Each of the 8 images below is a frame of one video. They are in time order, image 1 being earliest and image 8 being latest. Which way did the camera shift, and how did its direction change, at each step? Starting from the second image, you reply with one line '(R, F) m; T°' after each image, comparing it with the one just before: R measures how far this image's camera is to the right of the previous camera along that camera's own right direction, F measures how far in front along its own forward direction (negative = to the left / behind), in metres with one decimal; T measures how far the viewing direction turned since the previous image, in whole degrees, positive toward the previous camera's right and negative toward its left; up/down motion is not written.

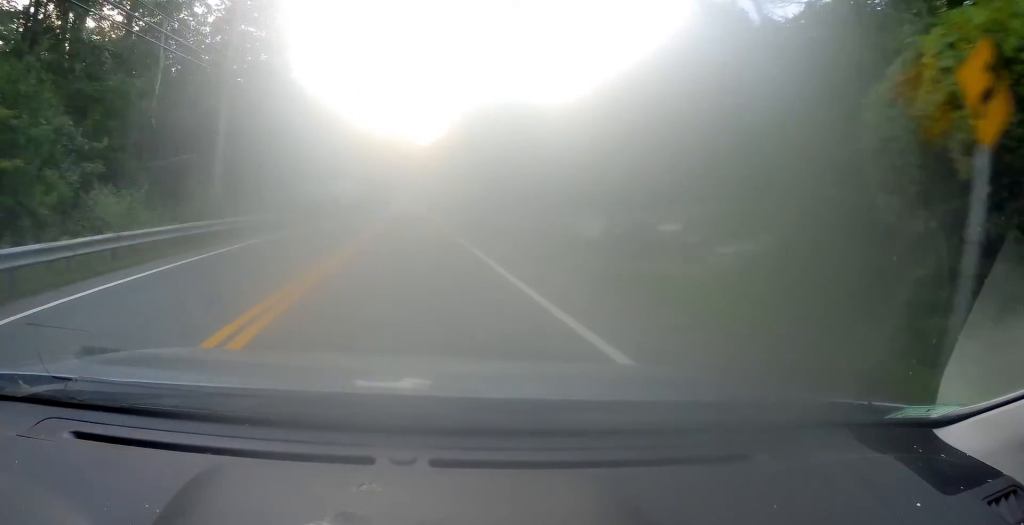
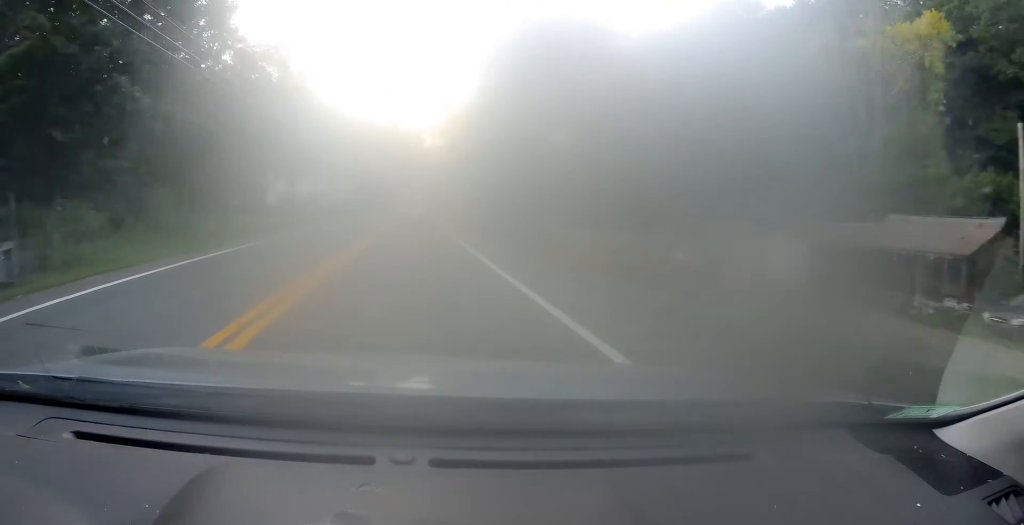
(-0.4, +22.5) m; -2°
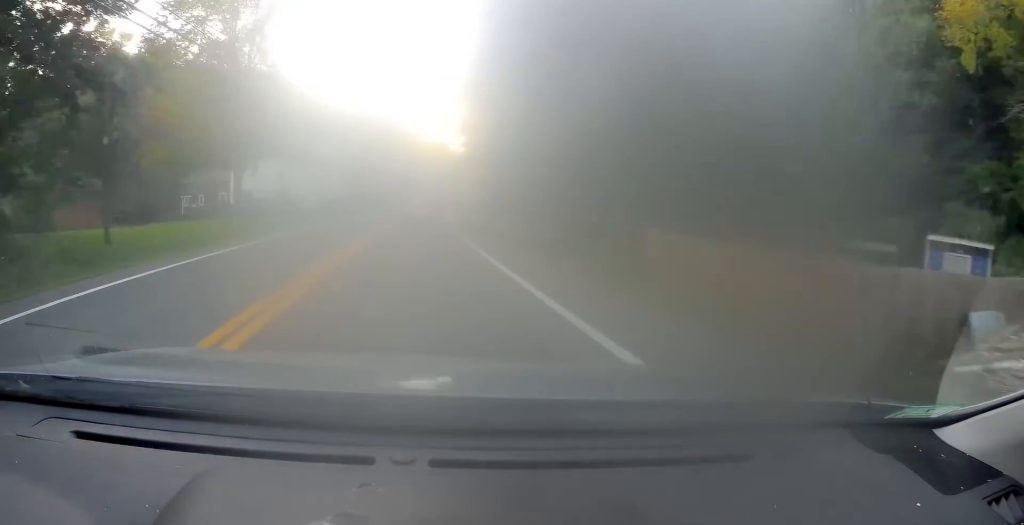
(-0.1, +15.8) m; 0°
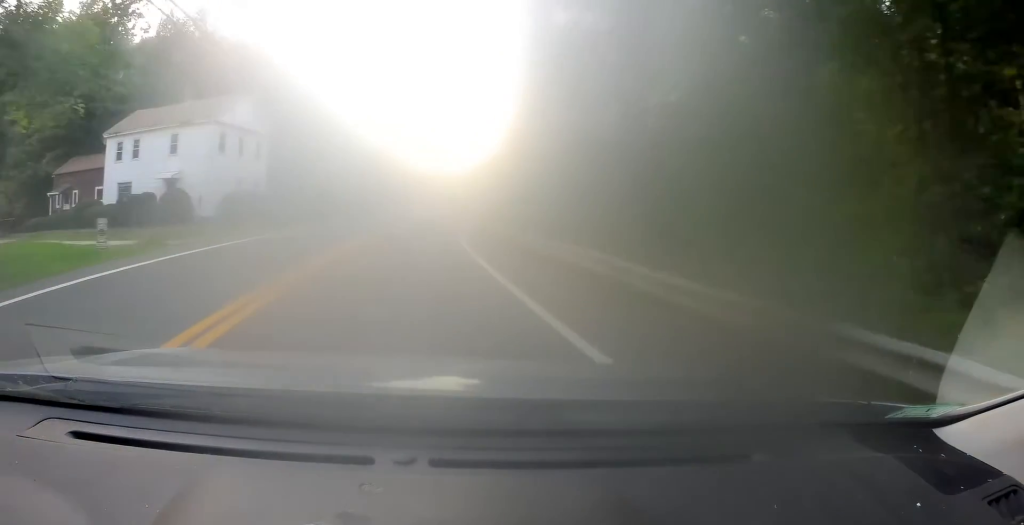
(+0.4, +25.0) m; +3°
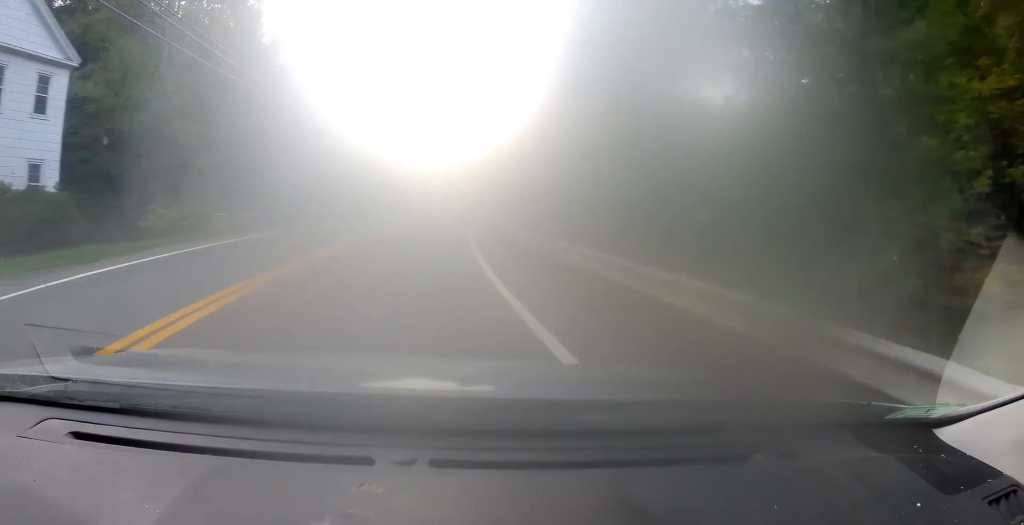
(+0.8, +22.0) m; +4°
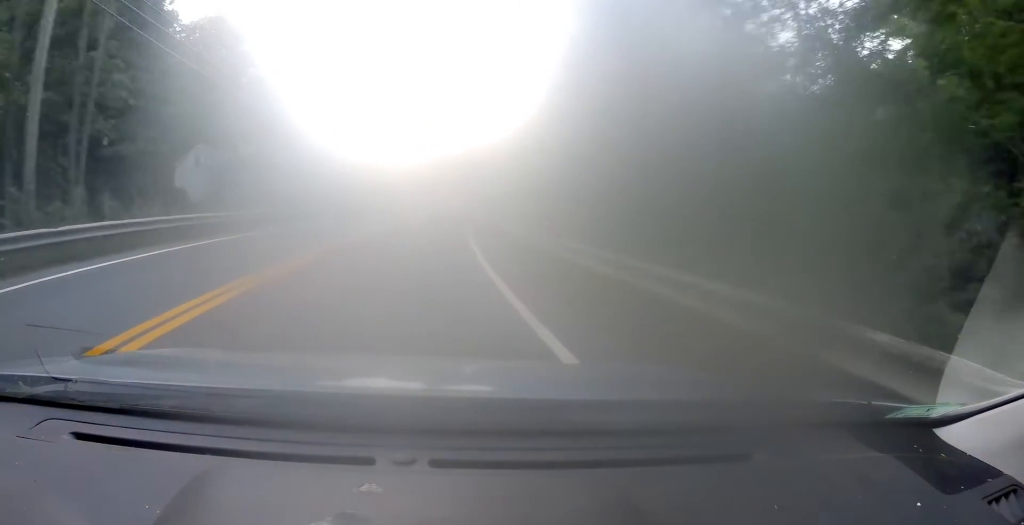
(+0.4, +17.4) m; +3°
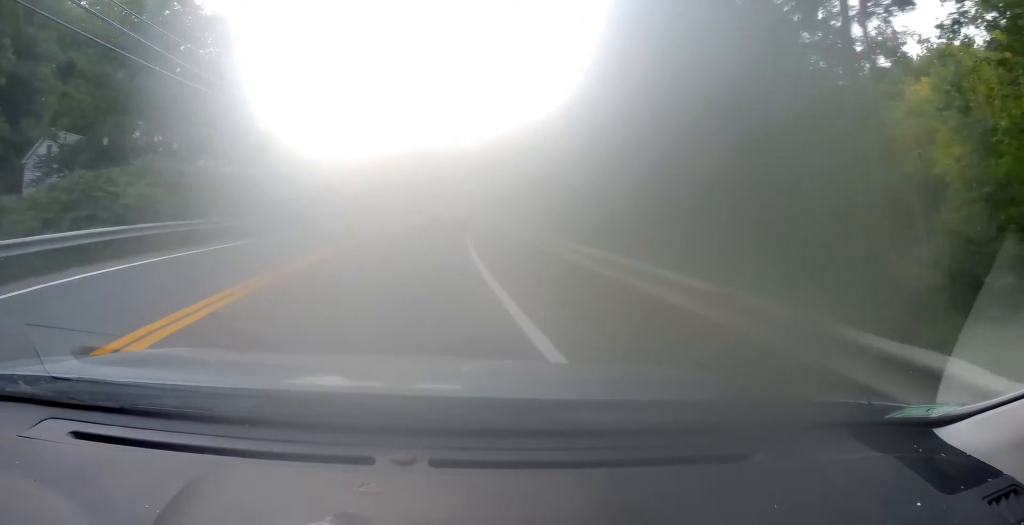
(+0.5, +18.6) m; +5°
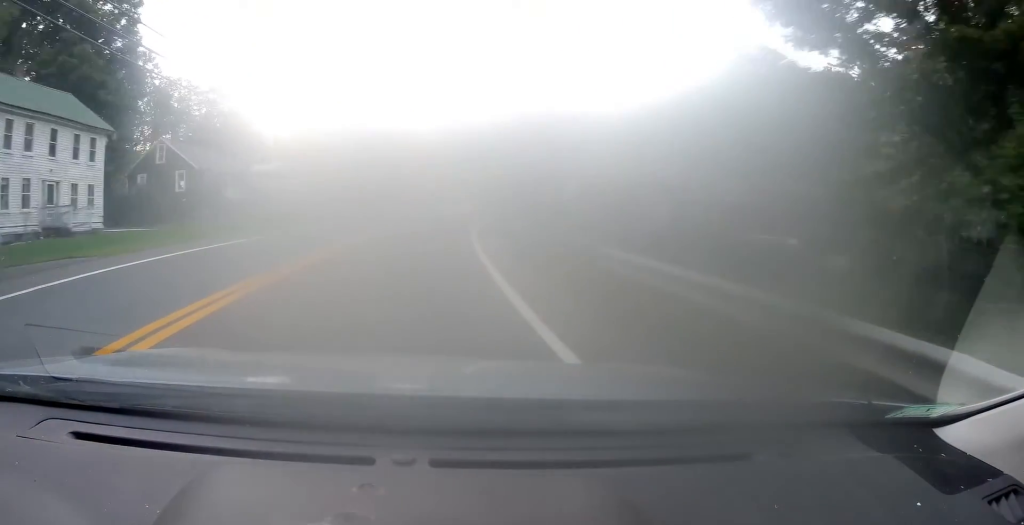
(+1.0, +19.1) m; +5°
